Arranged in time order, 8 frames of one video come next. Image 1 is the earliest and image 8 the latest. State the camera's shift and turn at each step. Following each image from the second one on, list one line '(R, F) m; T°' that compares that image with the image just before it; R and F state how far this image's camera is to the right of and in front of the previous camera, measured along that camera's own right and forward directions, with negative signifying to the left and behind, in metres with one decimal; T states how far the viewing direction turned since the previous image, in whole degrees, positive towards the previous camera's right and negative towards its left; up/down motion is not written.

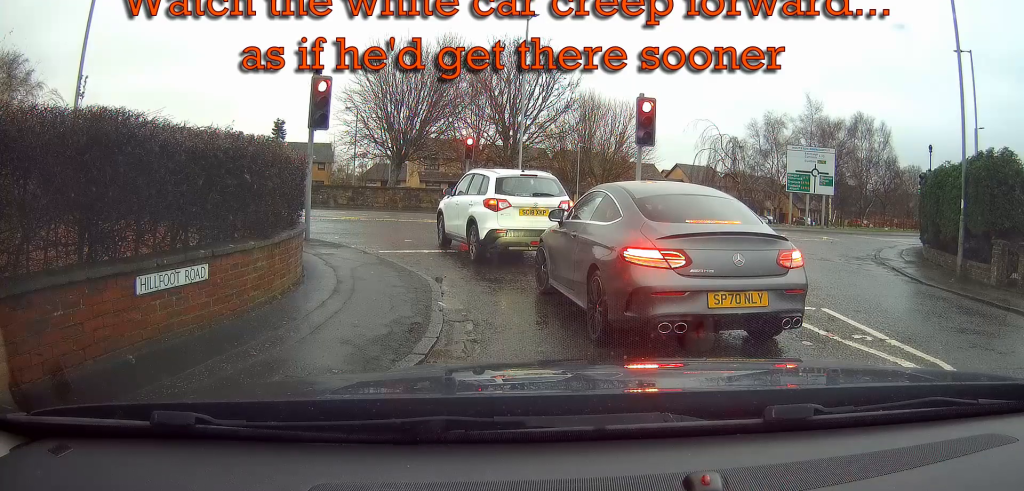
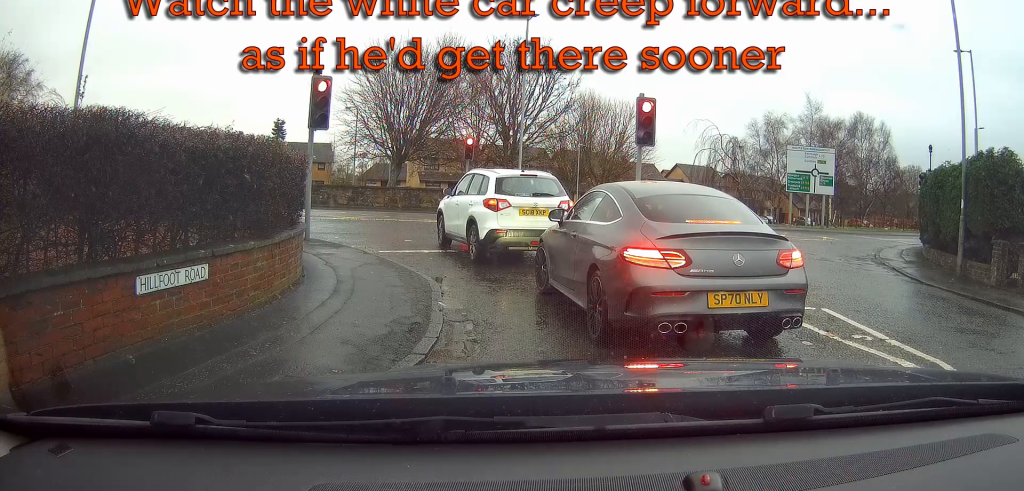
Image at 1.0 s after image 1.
(0.0, 0.0) m; 0°
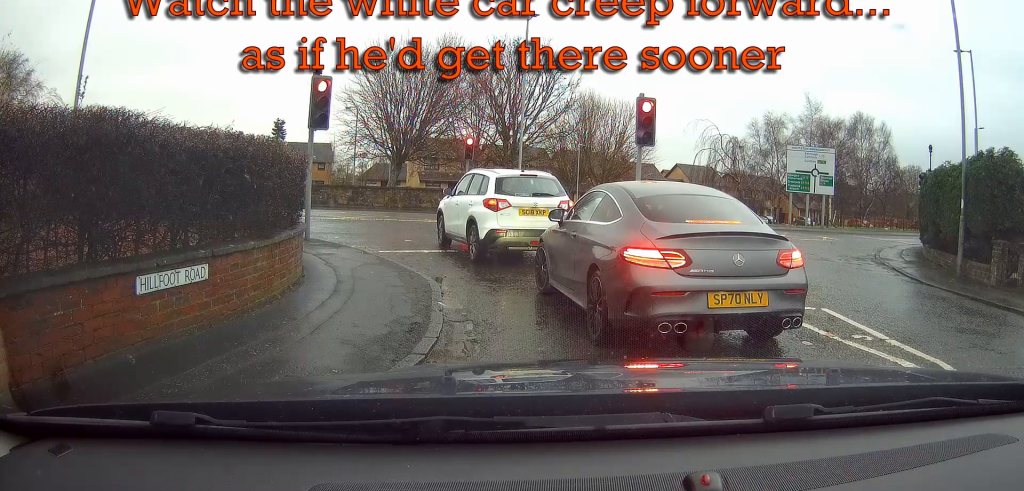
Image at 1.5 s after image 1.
(0.0, 0.0) m; 0°
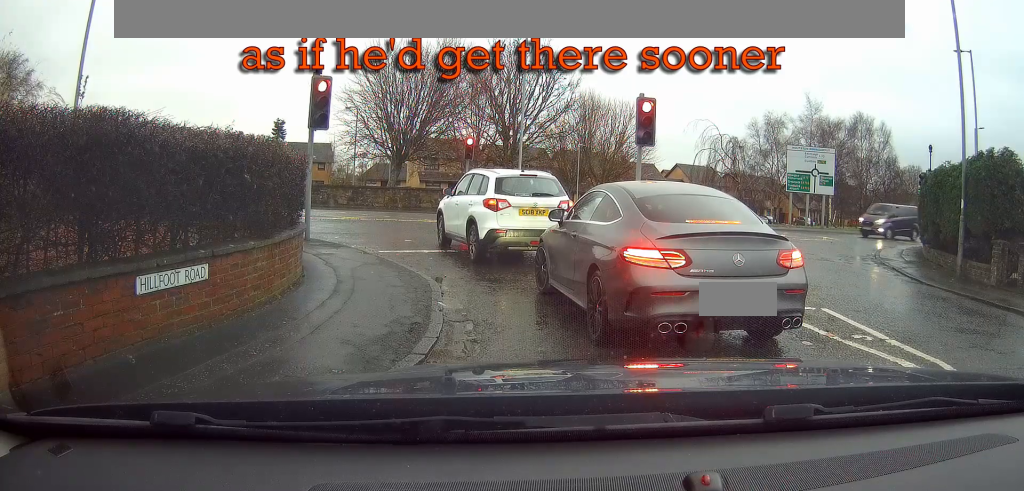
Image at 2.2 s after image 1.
(0.0, 0.0) m; 0°
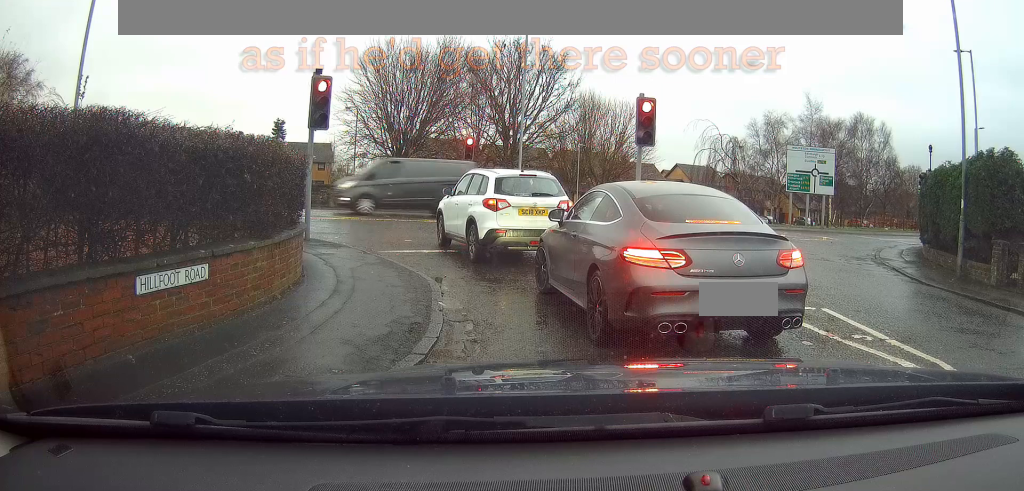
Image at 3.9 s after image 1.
(0.0, 0.0) m; 0°
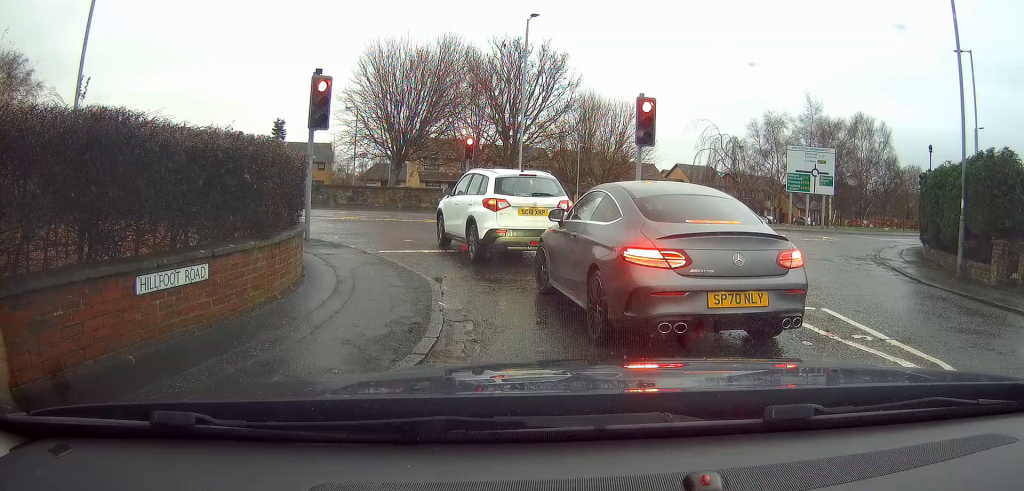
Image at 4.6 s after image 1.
(0.0, 0.0) m; 0°
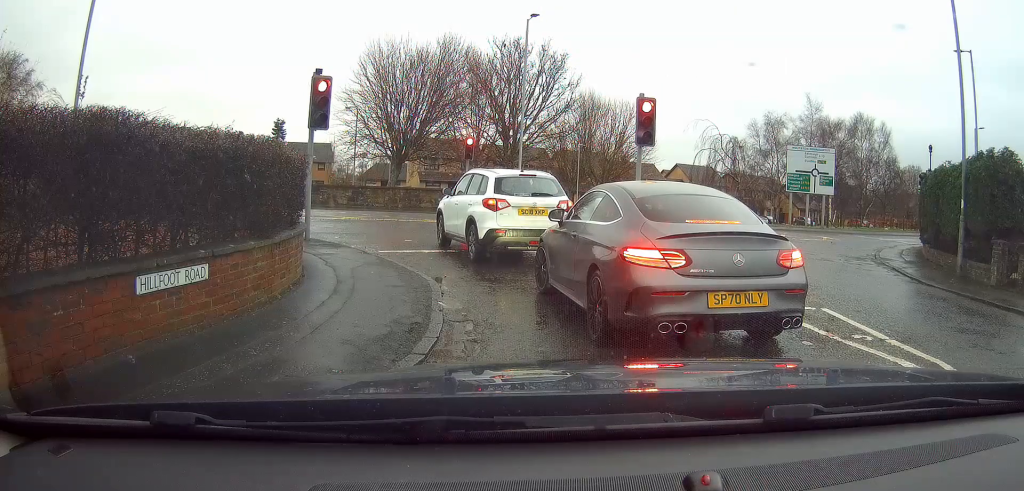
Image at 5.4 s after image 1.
(0.0, 0.0) m; 0°
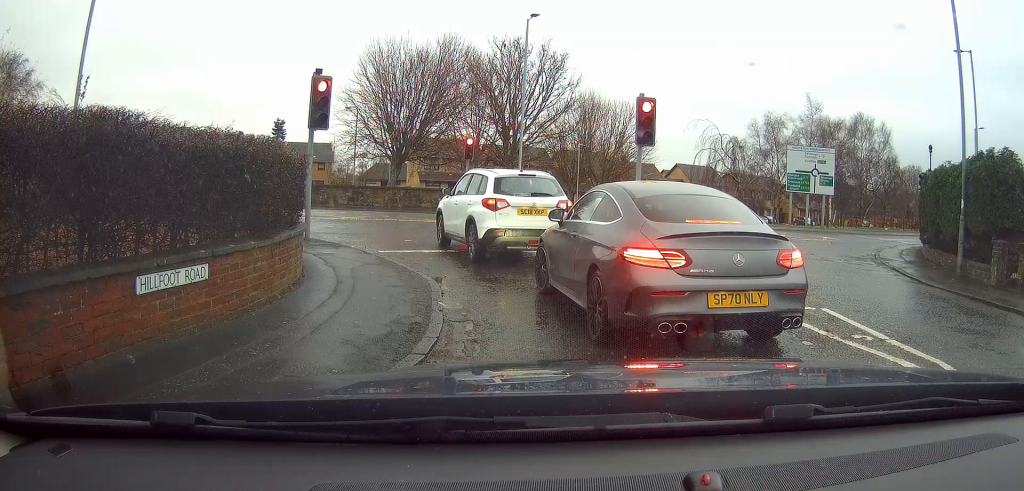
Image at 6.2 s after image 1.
(0.0, 0.0) m; 0°
